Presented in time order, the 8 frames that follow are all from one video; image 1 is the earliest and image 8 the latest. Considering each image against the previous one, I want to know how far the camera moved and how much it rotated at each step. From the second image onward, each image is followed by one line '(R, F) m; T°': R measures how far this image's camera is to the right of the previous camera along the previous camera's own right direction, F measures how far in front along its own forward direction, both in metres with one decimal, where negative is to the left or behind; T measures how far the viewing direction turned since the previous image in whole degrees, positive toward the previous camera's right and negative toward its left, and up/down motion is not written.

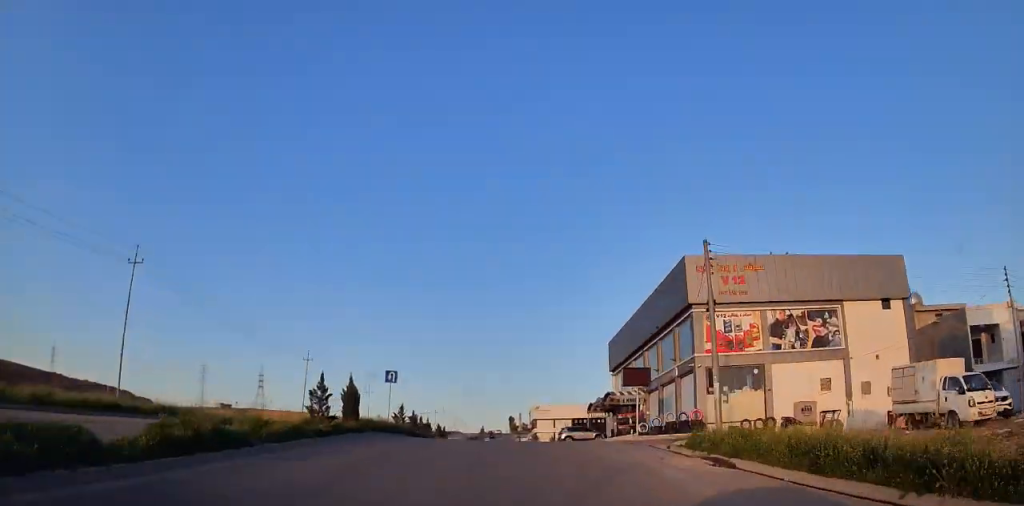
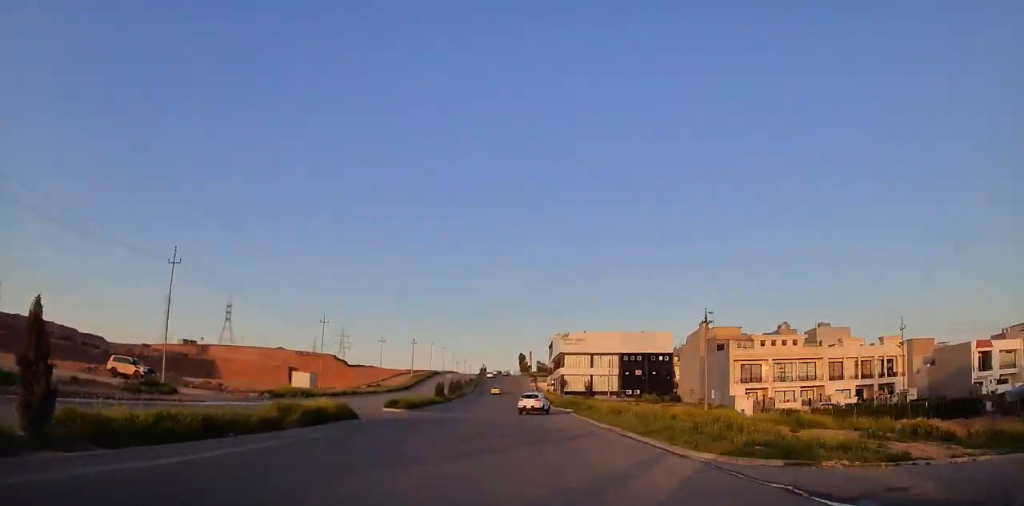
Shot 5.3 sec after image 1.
(-1.1, +68.0) m; -1°
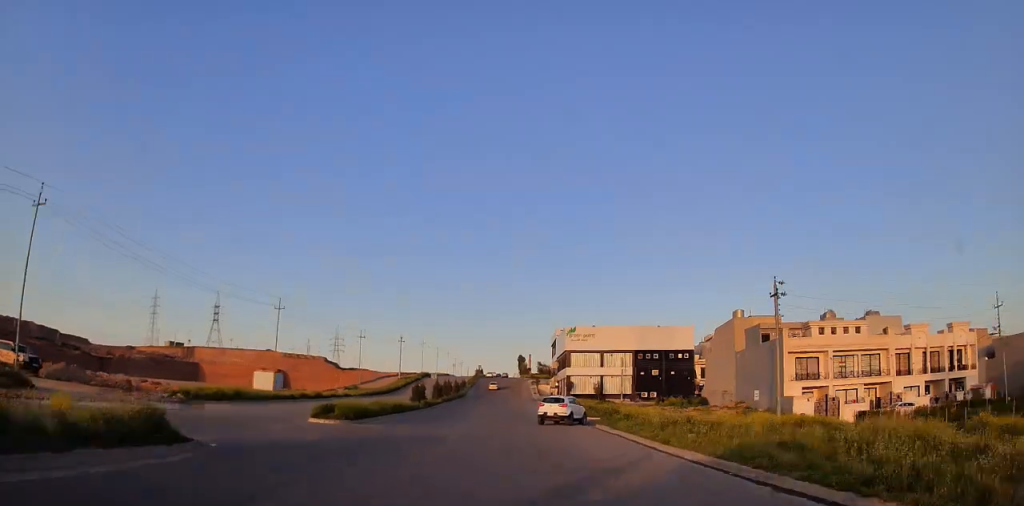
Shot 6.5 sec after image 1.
(+0.1, +16.8) m; 0°
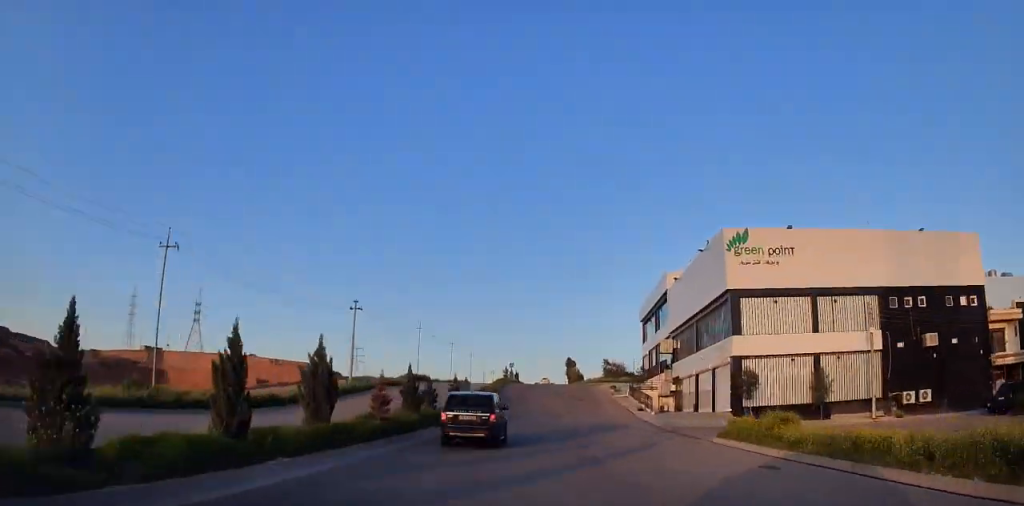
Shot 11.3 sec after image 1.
(-1.3, +70.0) m; -1°
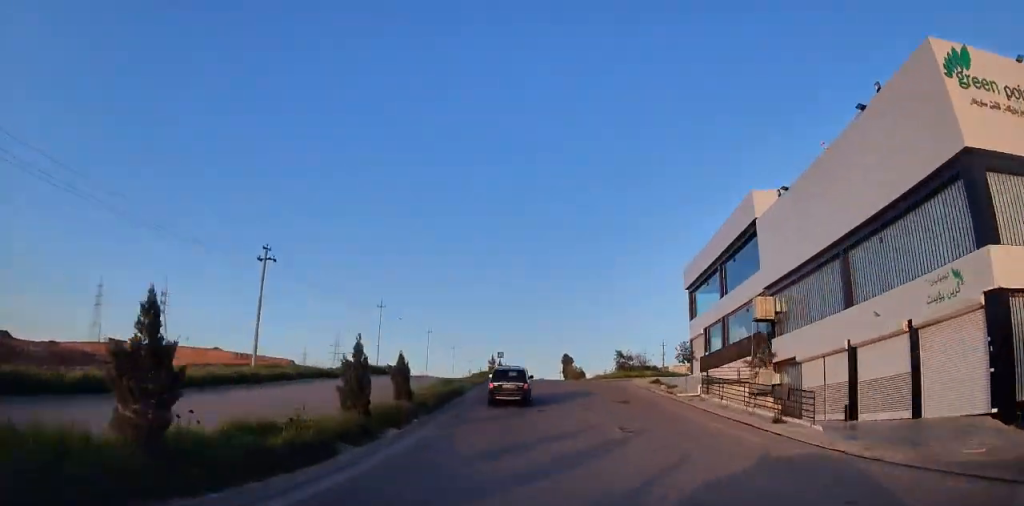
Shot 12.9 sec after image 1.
(-0.5, +23.9) m; 0°
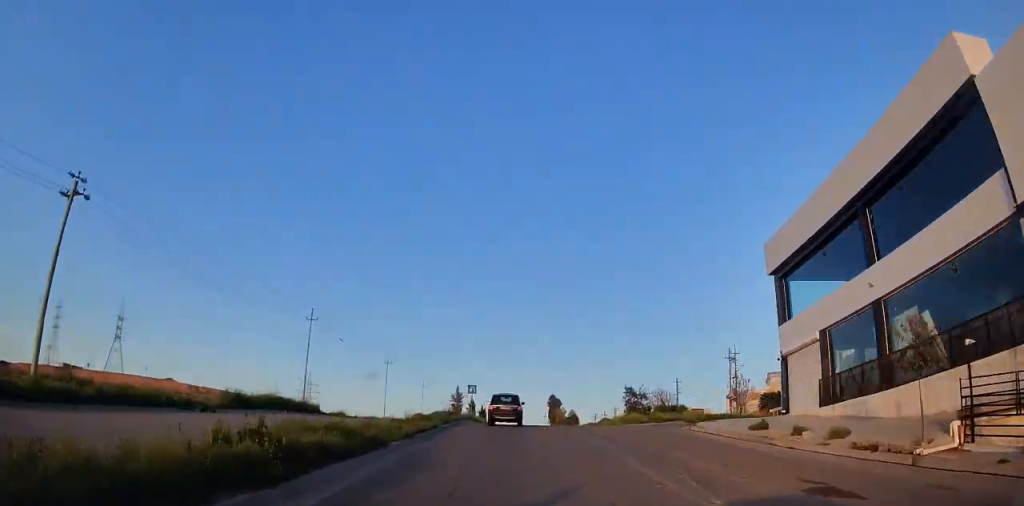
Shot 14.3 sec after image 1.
(+0.5, +21.1) m; +1°
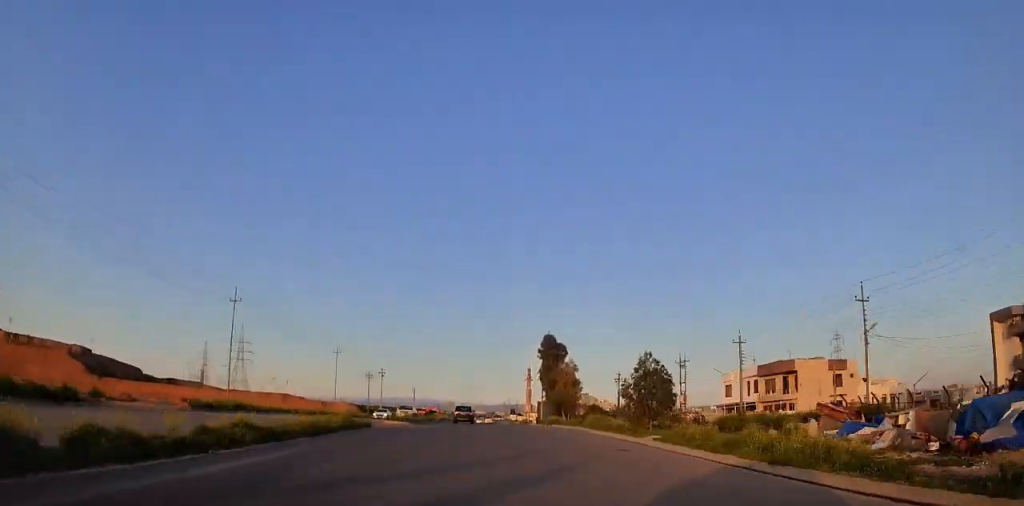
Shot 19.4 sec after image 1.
(+2.2, +77.1) m; +1°
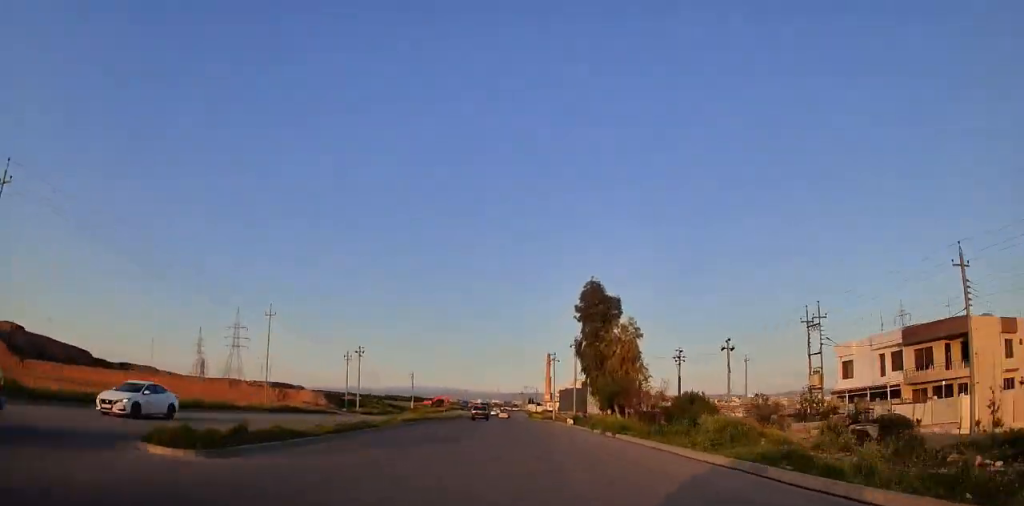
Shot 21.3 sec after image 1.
(-0.3, +28.7) m; -1°
